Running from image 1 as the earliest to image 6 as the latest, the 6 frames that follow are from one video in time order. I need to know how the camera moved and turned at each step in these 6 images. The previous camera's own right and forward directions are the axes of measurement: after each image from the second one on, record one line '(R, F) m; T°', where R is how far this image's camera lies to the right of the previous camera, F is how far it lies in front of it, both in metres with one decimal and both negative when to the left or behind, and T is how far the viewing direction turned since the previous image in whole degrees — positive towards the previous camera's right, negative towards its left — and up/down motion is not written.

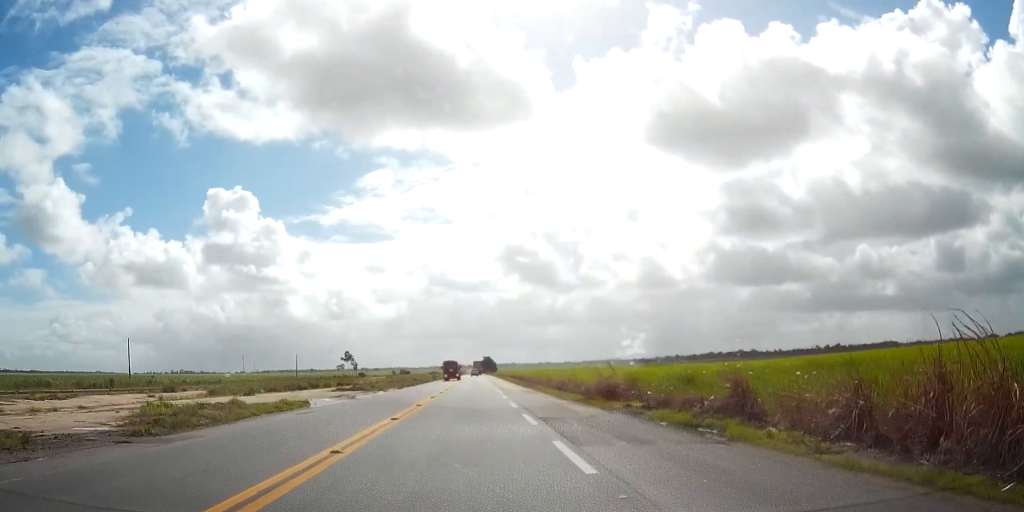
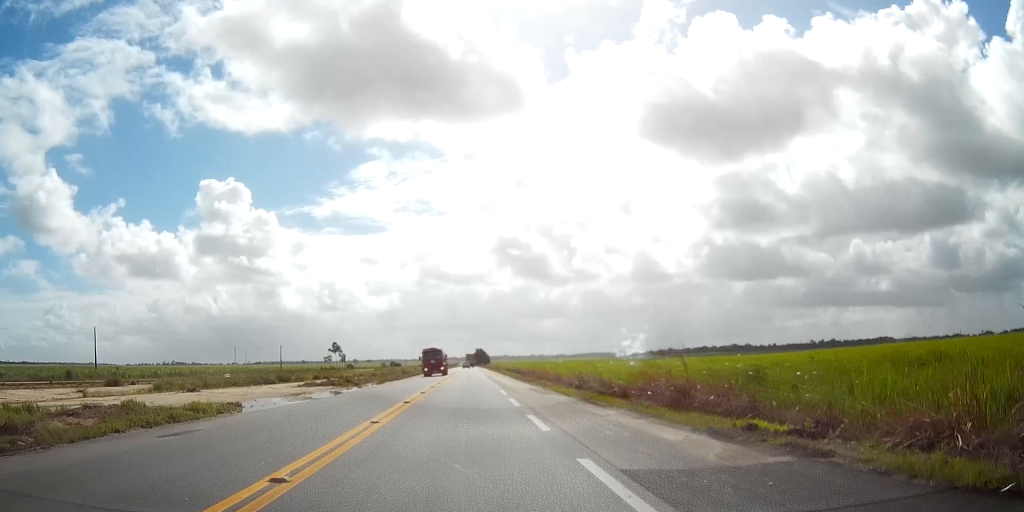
(-0.1, +11.1) m; +1°
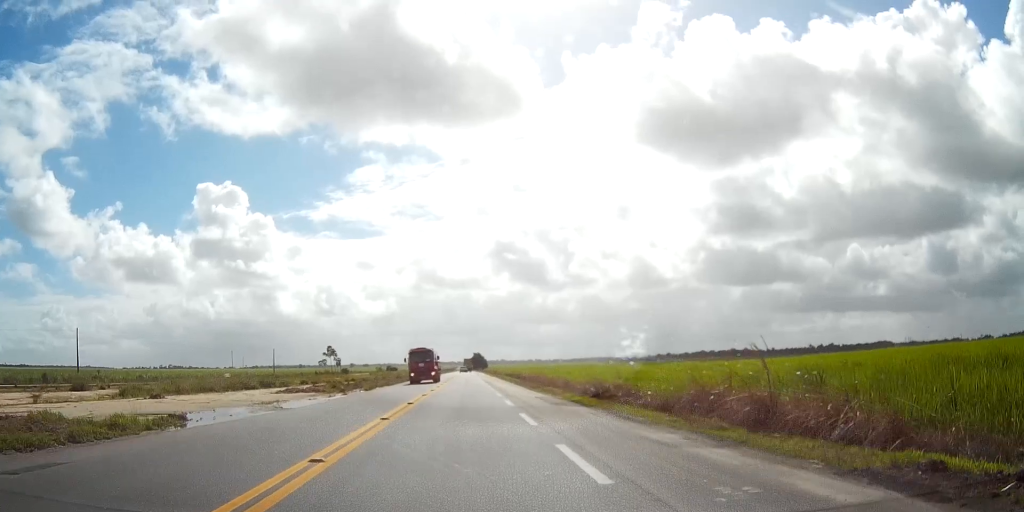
(+0.1, +6.2) m; +1°
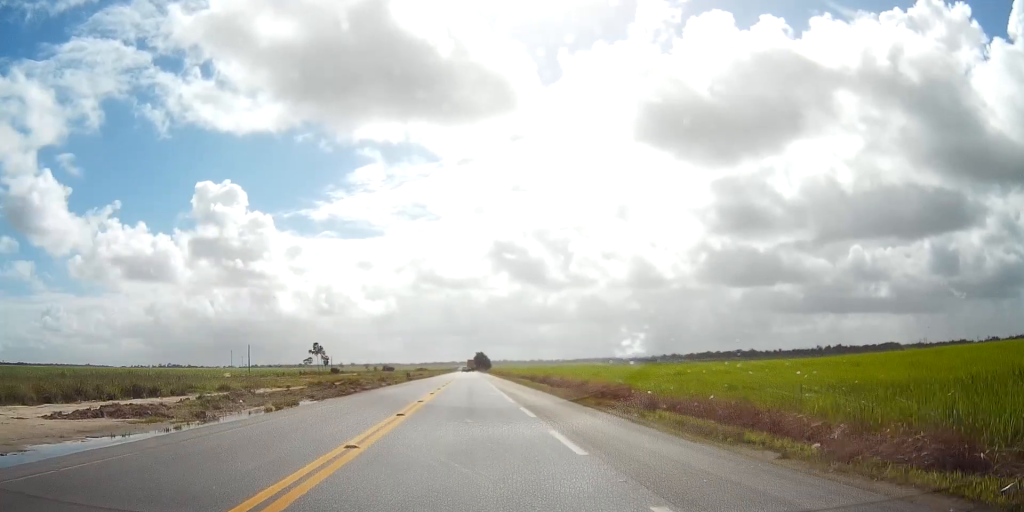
(+0.2, +30.2) m; -1°
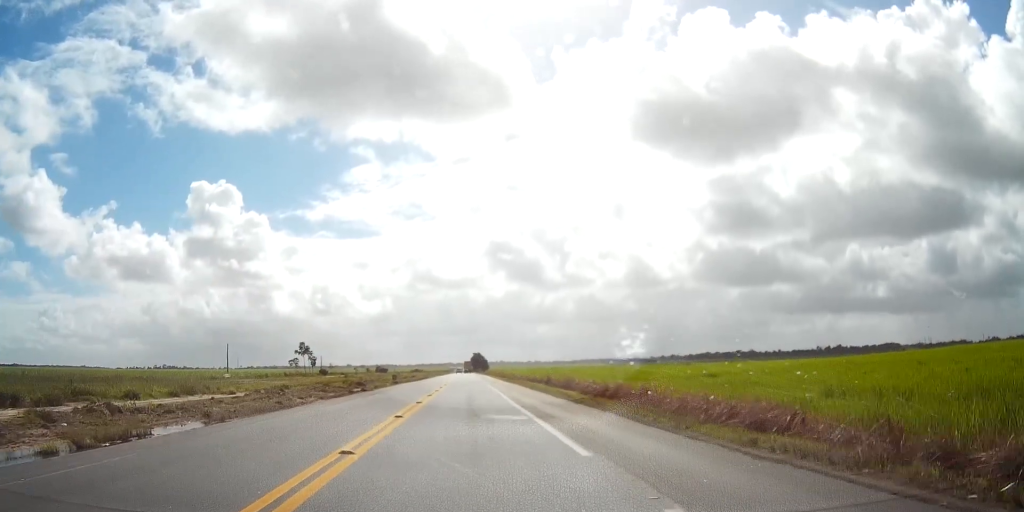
(-0.1, +16.3) m; 0°
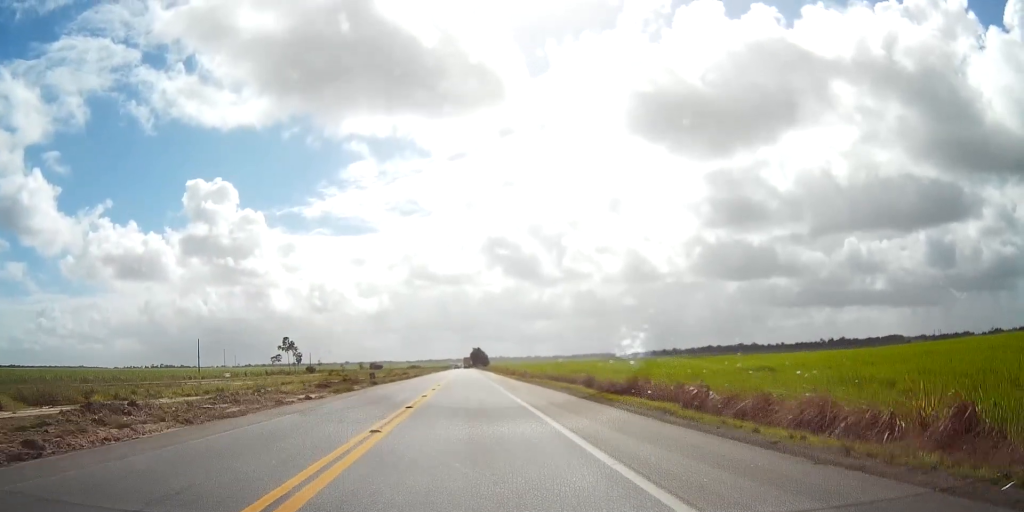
(+0.1, +20.5) m; +1°
